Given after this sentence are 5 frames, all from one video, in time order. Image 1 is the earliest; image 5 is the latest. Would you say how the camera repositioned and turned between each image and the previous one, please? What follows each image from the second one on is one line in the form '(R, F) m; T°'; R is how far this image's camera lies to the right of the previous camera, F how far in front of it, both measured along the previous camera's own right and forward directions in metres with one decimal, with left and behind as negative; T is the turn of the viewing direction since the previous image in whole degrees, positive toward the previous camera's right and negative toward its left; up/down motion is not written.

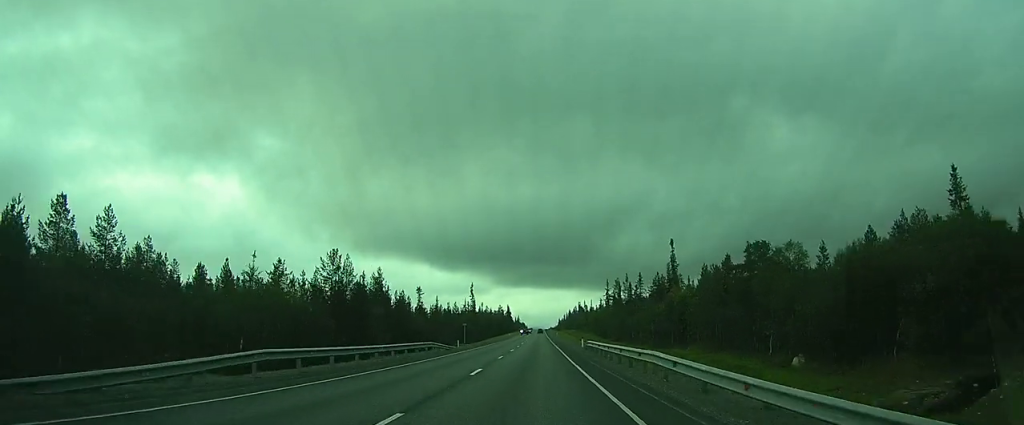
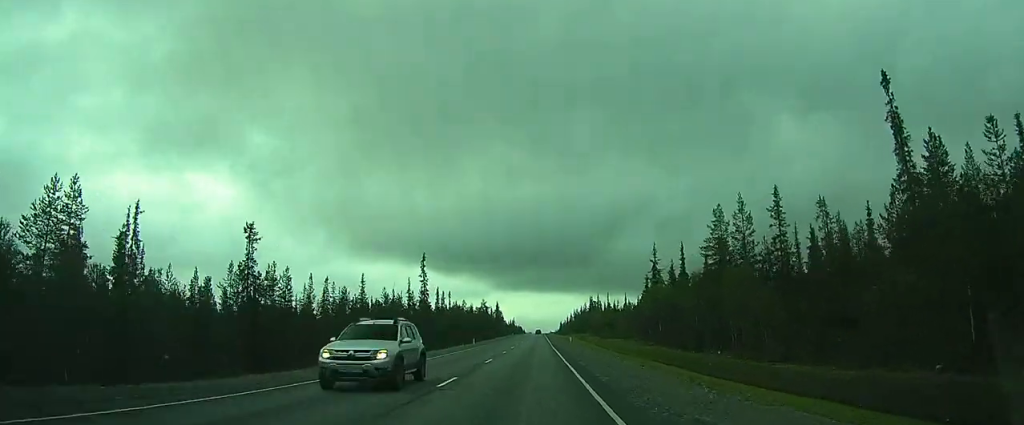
(+0.2, +78.5) m; 0°
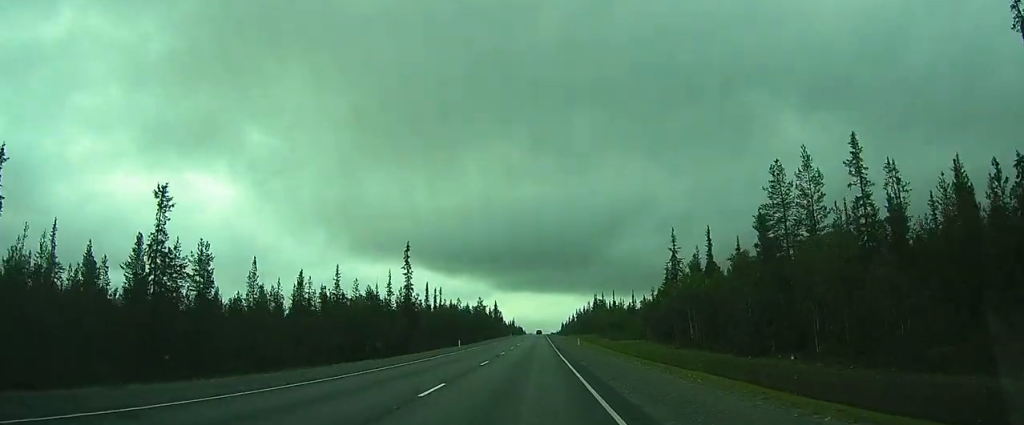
(0.0, +14.7) m; 0°
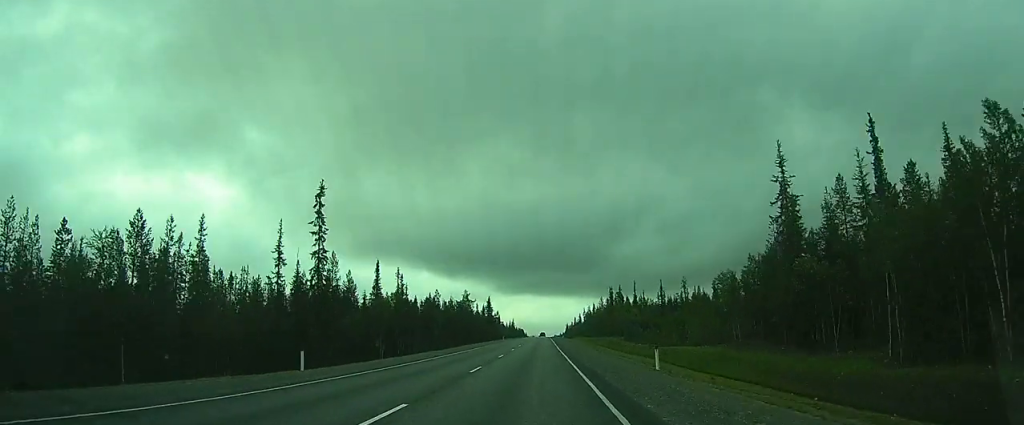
(0.0, +40.0) m; 0°
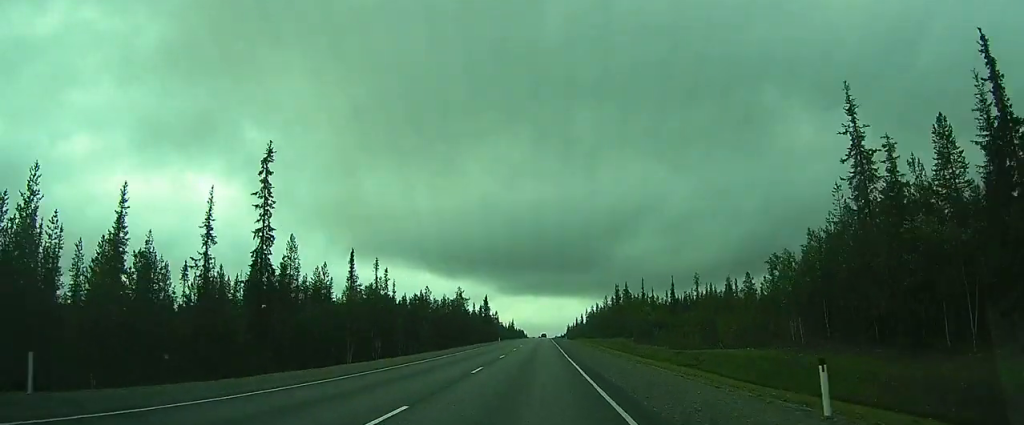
(0.0, +11.4) m; 0°
